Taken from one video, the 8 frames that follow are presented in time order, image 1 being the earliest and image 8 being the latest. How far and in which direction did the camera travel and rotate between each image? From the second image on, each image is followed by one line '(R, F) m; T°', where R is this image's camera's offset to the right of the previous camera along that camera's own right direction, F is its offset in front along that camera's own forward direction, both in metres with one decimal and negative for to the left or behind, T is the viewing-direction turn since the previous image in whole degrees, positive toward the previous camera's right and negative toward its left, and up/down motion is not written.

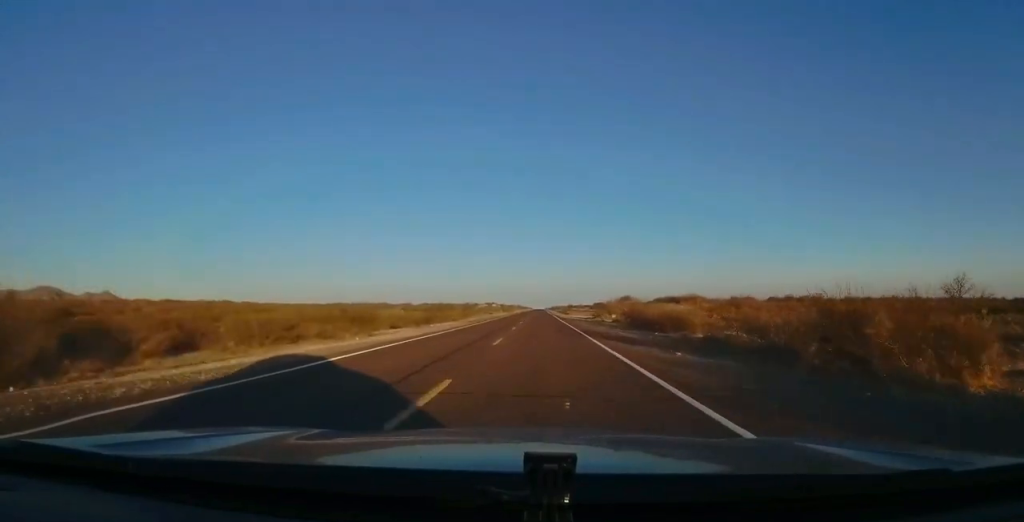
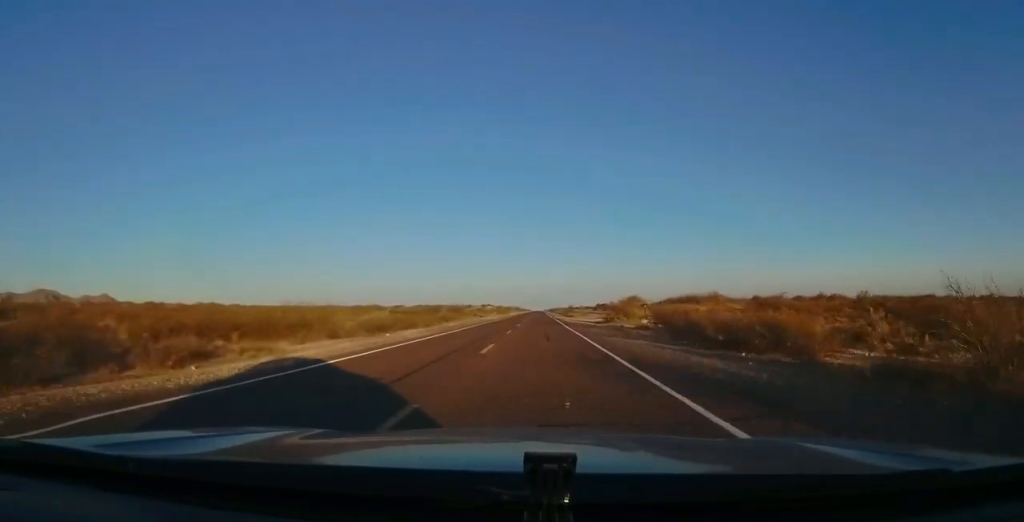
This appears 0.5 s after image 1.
(-0.3, +14.6) m; 0°
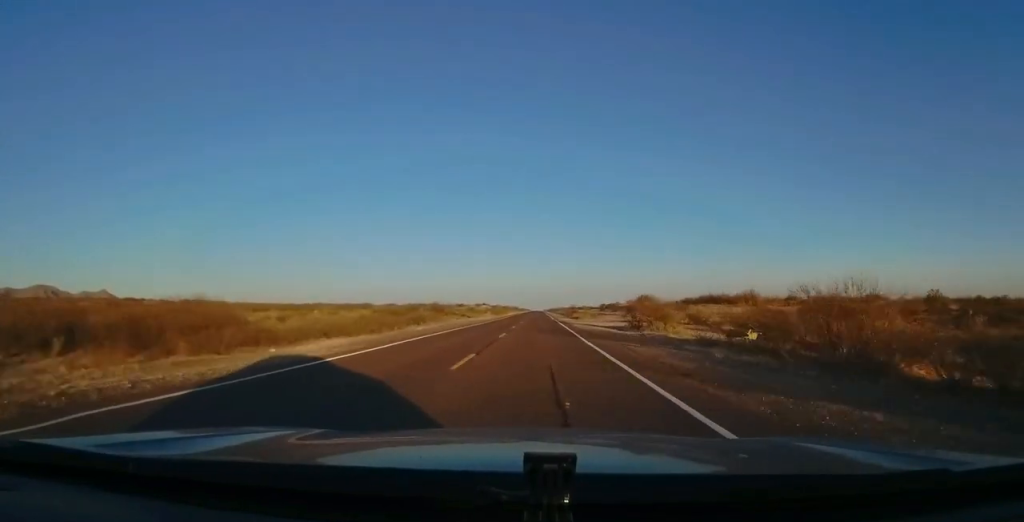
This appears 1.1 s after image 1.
(-0.1, +16.6) m; 0°
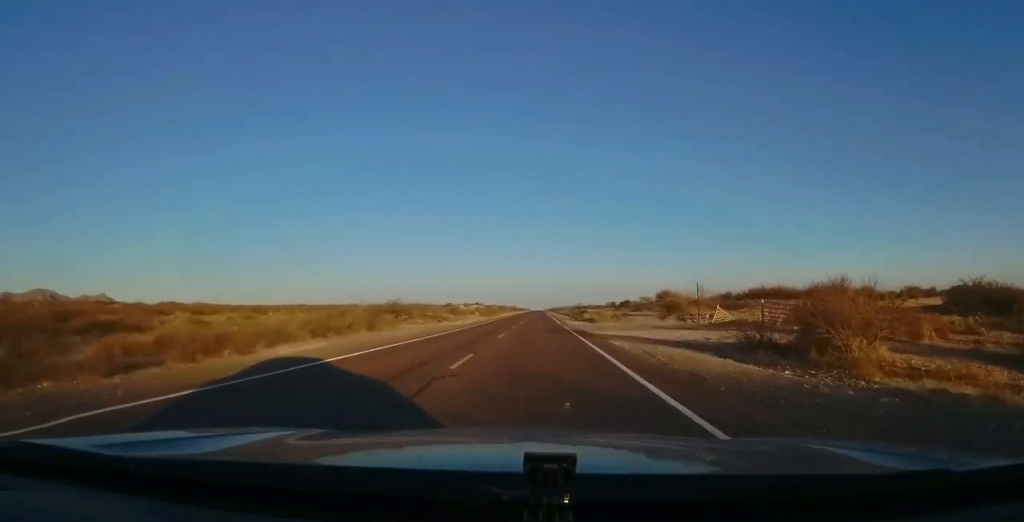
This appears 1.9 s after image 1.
(+0.5, +24.3) m; 0°
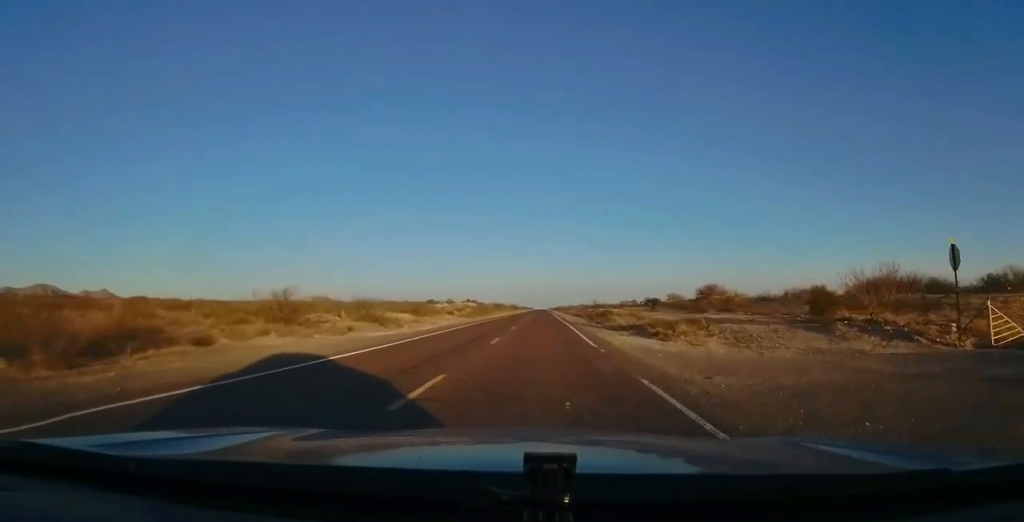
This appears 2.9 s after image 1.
(-0.7, +29.2) m; 0°
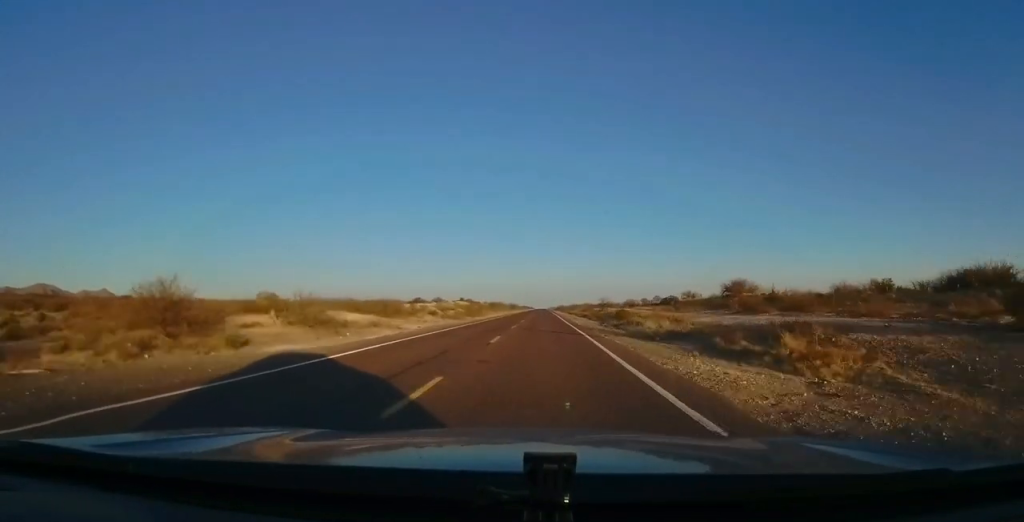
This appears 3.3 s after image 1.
(+0.2, +12.7) m; +1°
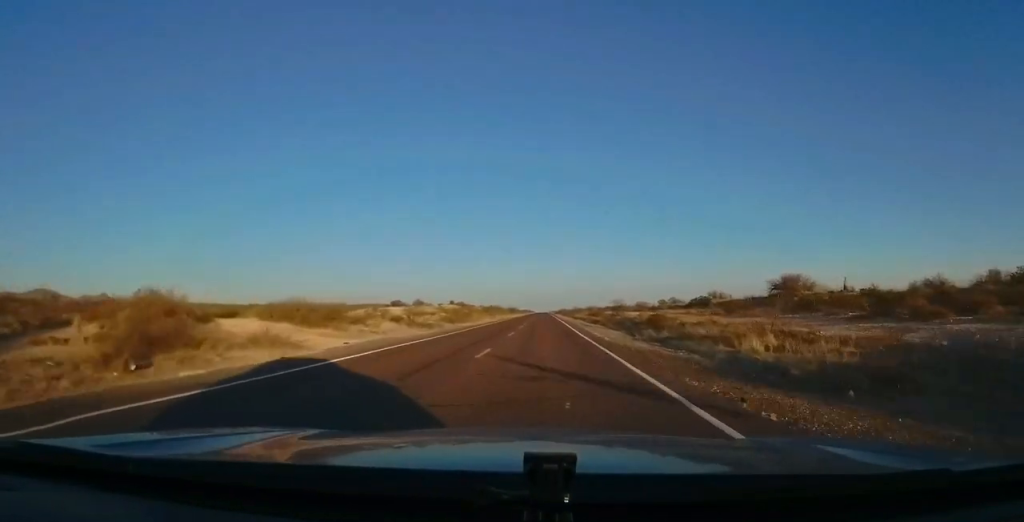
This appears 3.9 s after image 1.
(+0.1, +16.6) m; +1°
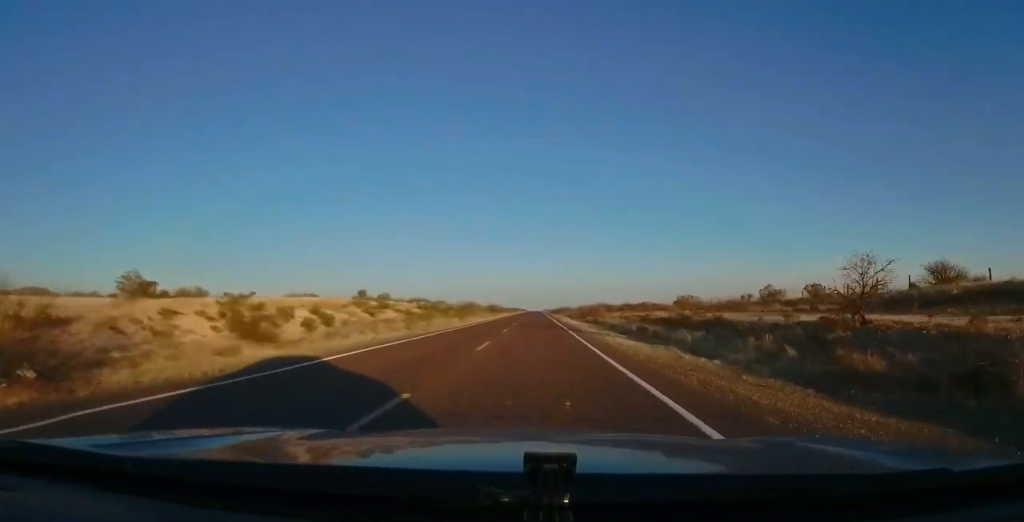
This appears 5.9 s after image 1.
(-0.8, +58.3) m; -1°
